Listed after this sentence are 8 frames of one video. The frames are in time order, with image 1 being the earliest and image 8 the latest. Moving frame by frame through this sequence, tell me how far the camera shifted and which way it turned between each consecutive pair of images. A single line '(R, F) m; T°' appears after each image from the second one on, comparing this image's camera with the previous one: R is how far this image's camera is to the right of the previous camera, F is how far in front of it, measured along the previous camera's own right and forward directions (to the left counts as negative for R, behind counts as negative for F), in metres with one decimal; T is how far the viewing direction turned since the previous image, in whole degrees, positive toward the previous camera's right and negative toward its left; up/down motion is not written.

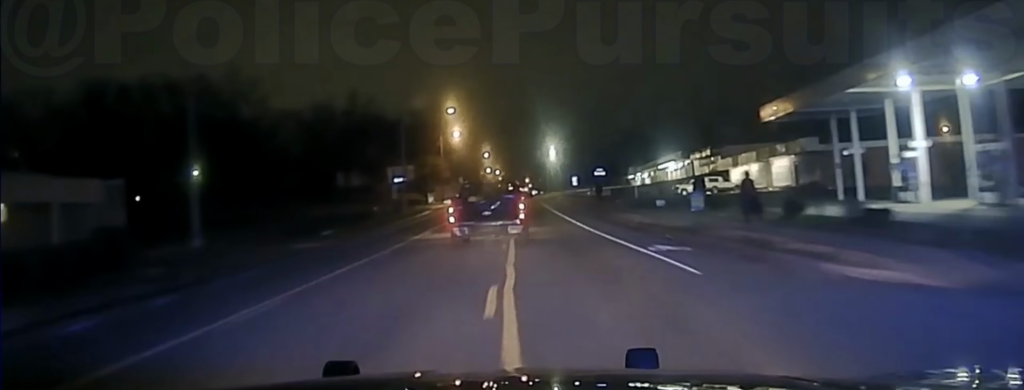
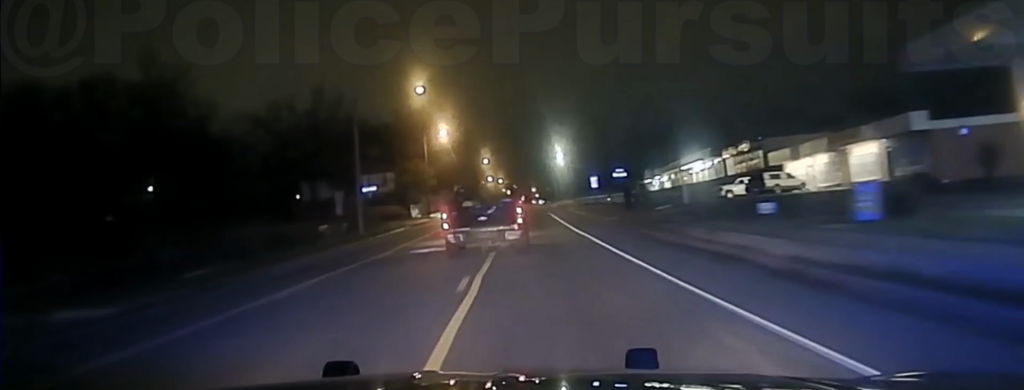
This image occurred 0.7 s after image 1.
(0.0, +18.7) m; +1°
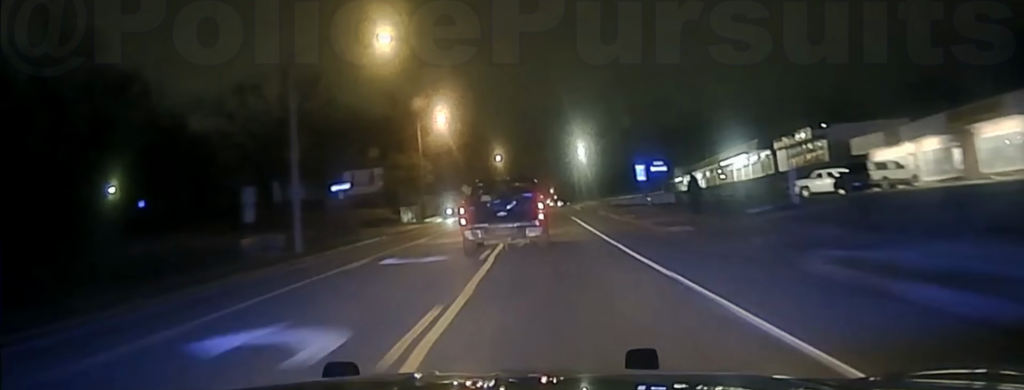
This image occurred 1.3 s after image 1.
(+0.3, +18.4) m; 0°
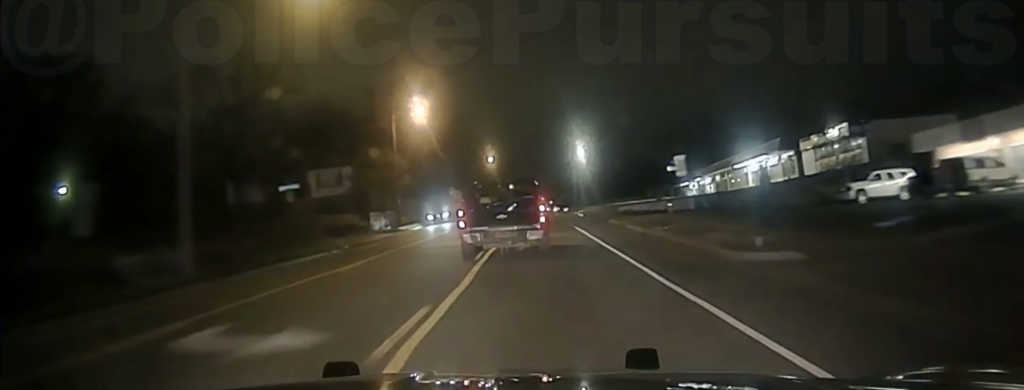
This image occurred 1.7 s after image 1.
(+0.3, +12.3) m; 0°
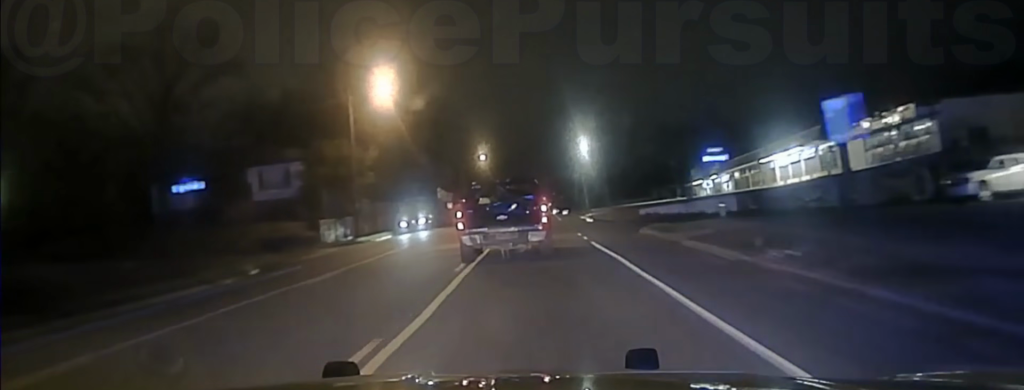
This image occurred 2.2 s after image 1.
(-0.4, +16.2) m; -1°
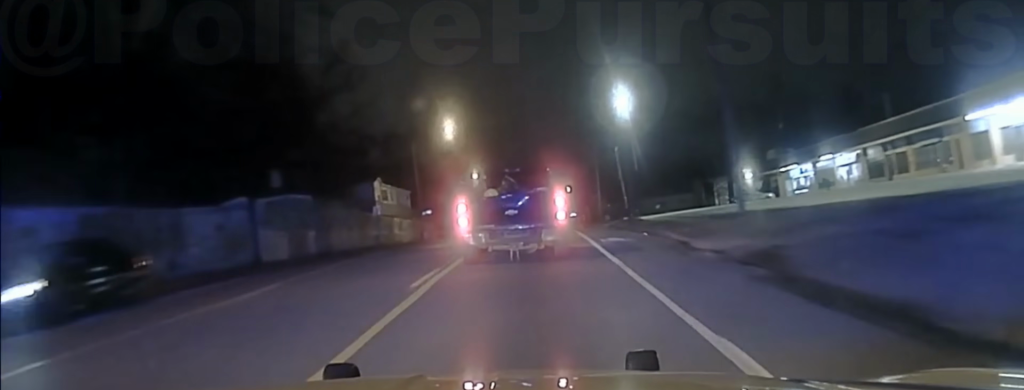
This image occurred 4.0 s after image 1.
(-0.5, +58.5) m; 0°
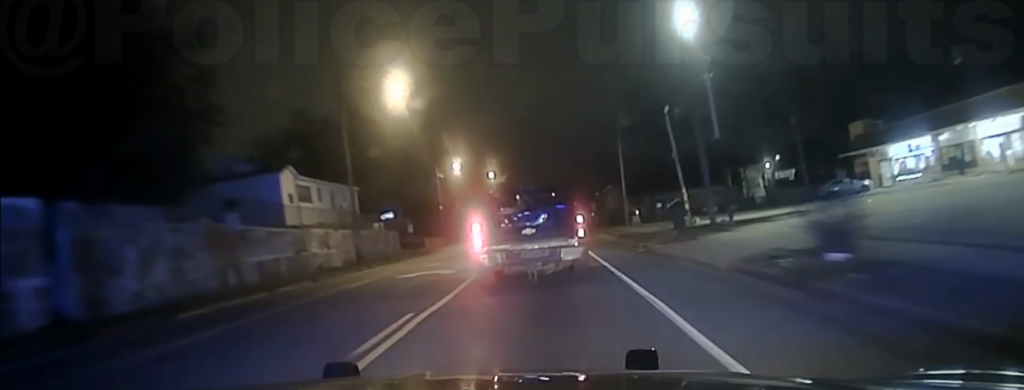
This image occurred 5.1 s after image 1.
(+0.3, +29.5) m; 0°
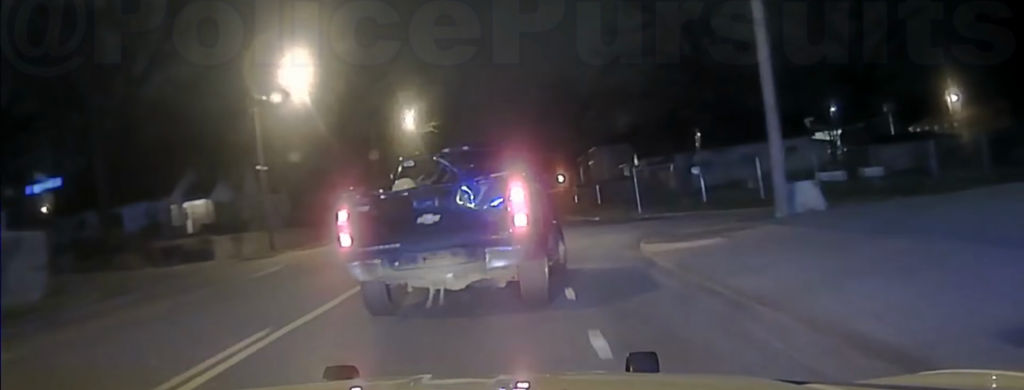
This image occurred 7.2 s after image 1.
(-0.2, +45.6) m; +1°
